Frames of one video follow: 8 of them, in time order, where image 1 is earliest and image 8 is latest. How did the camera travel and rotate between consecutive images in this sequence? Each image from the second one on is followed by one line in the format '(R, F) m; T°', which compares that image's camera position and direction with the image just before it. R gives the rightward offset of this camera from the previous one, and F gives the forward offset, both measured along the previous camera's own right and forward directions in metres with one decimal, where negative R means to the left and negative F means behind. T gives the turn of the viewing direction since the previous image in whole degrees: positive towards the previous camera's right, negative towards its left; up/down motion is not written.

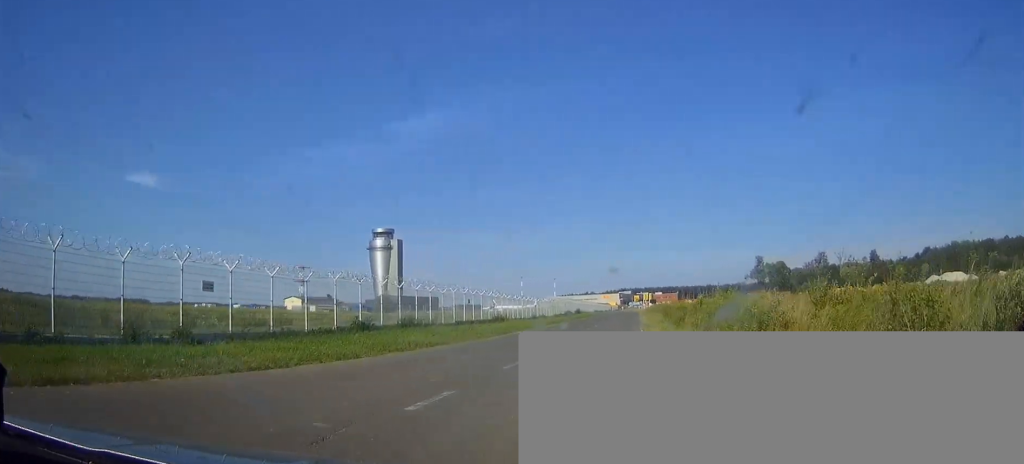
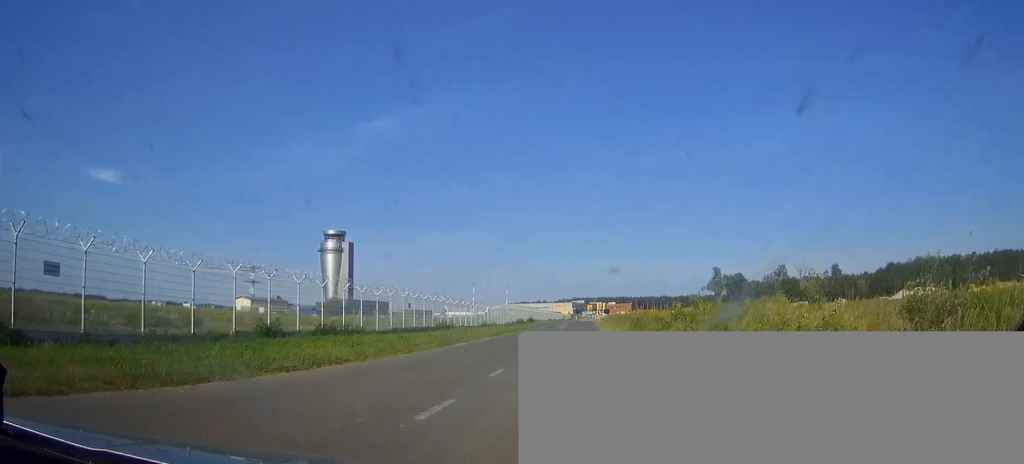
(+0.3, +6.0) m; +4°
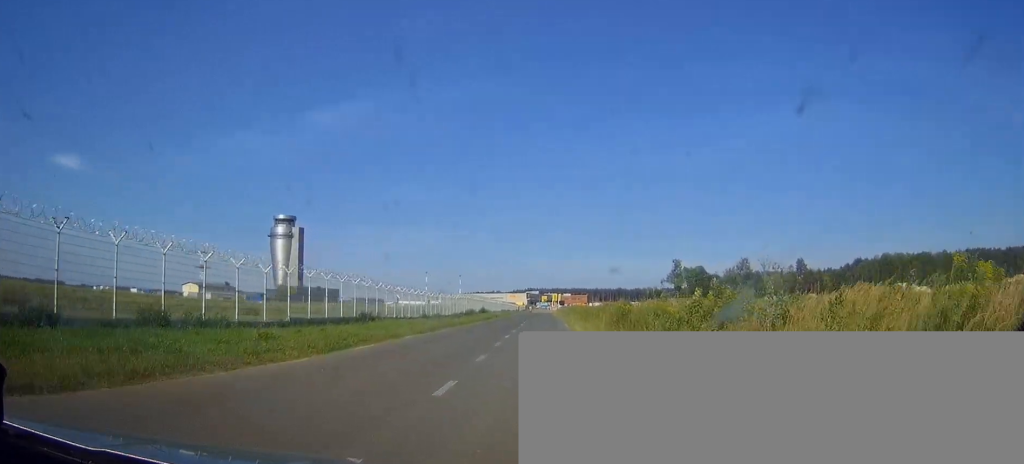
(+0.7, +10.7) m; +4°
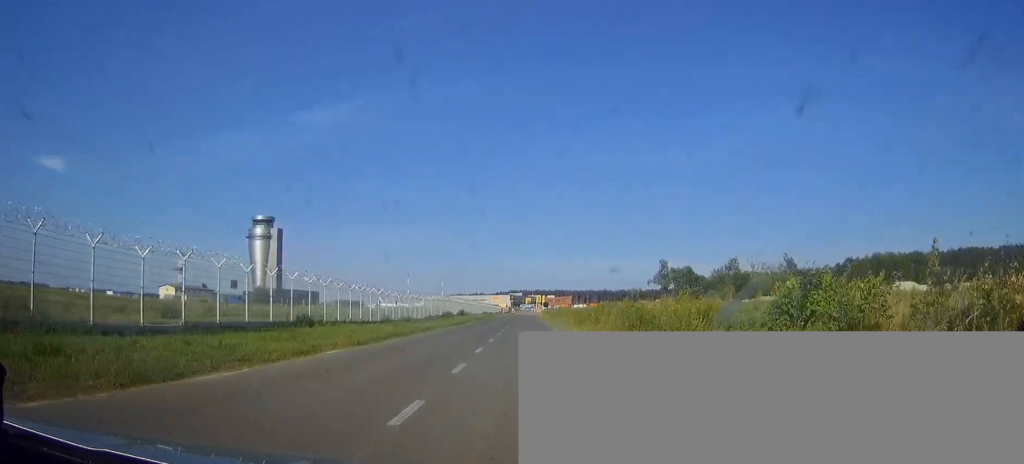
(+0.3, +8.5) m; +2°
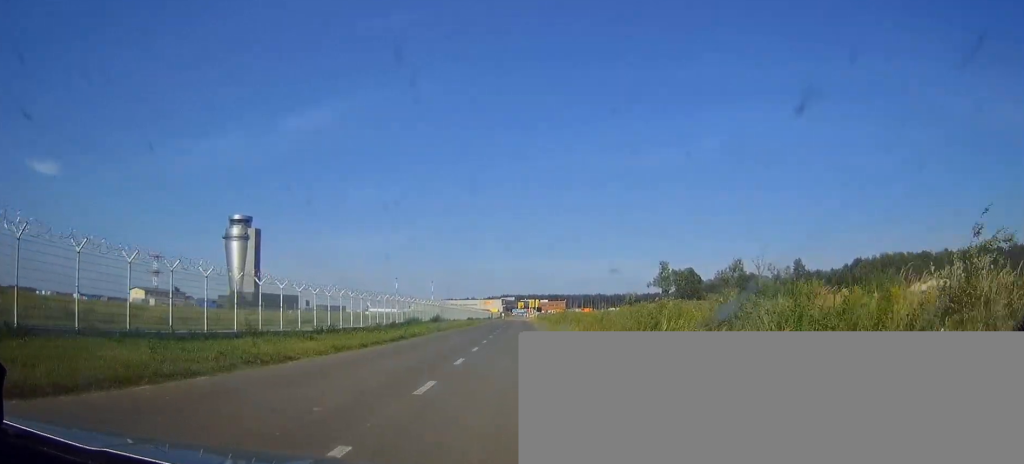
(0.0, +21.2) m; 0°
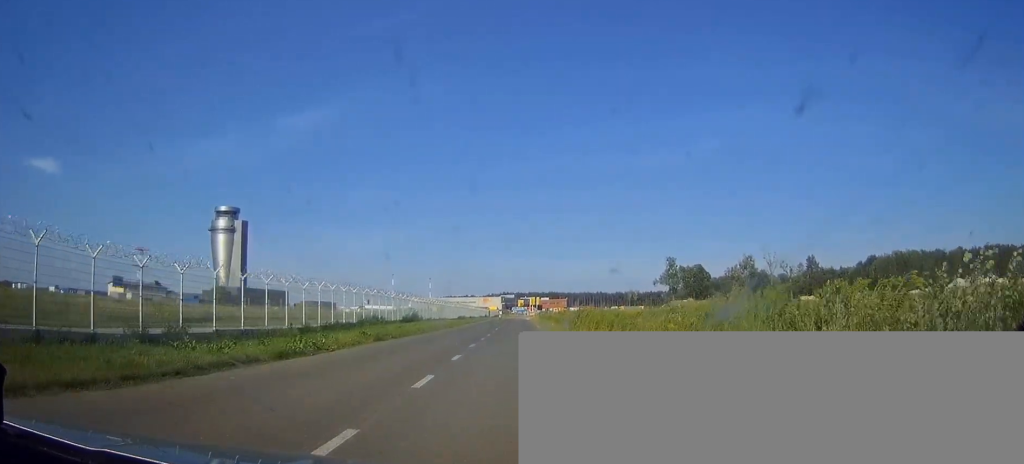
(0.0, +17.8) m; 0°
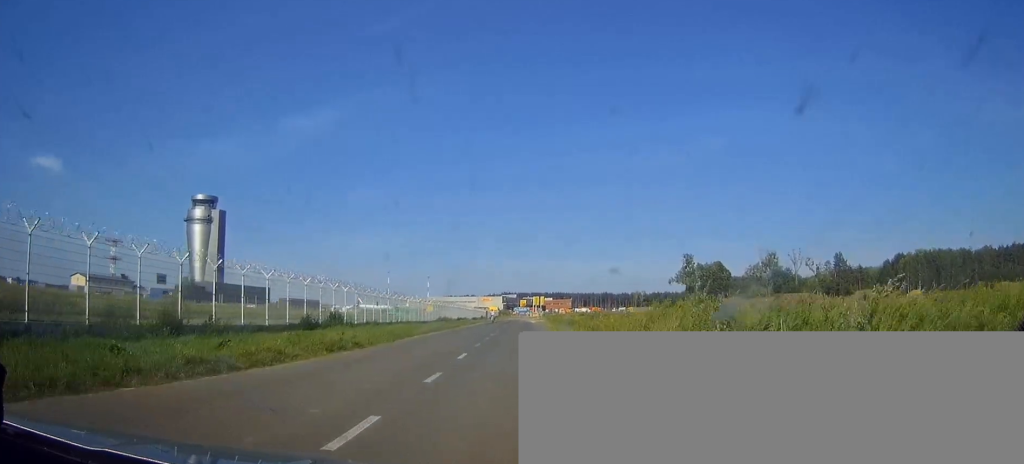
(0.0, +29.9) m; 0°
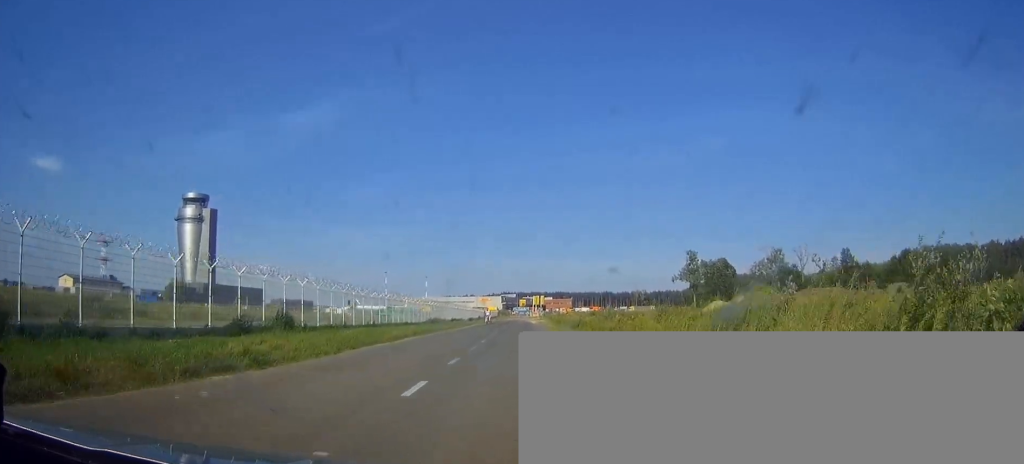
(0.0, +8.3) m; 0°
